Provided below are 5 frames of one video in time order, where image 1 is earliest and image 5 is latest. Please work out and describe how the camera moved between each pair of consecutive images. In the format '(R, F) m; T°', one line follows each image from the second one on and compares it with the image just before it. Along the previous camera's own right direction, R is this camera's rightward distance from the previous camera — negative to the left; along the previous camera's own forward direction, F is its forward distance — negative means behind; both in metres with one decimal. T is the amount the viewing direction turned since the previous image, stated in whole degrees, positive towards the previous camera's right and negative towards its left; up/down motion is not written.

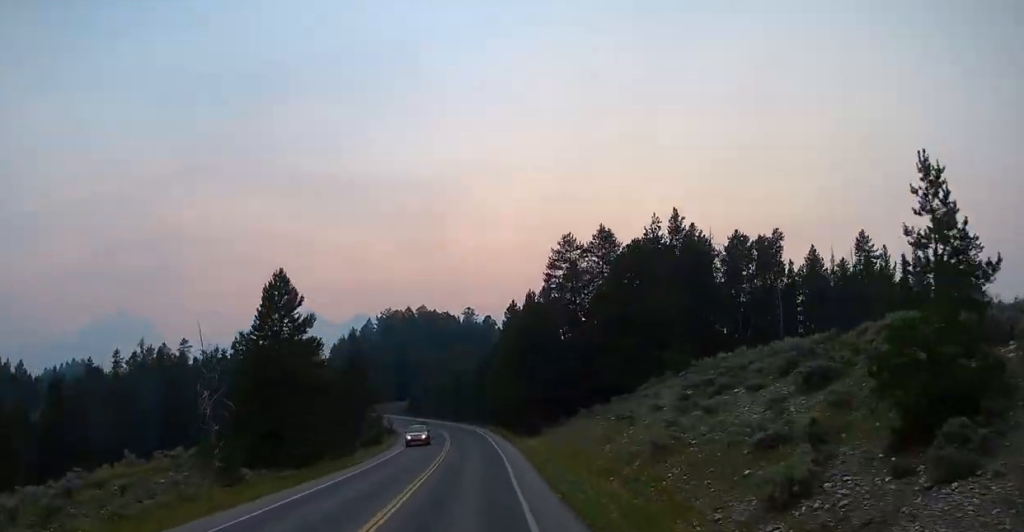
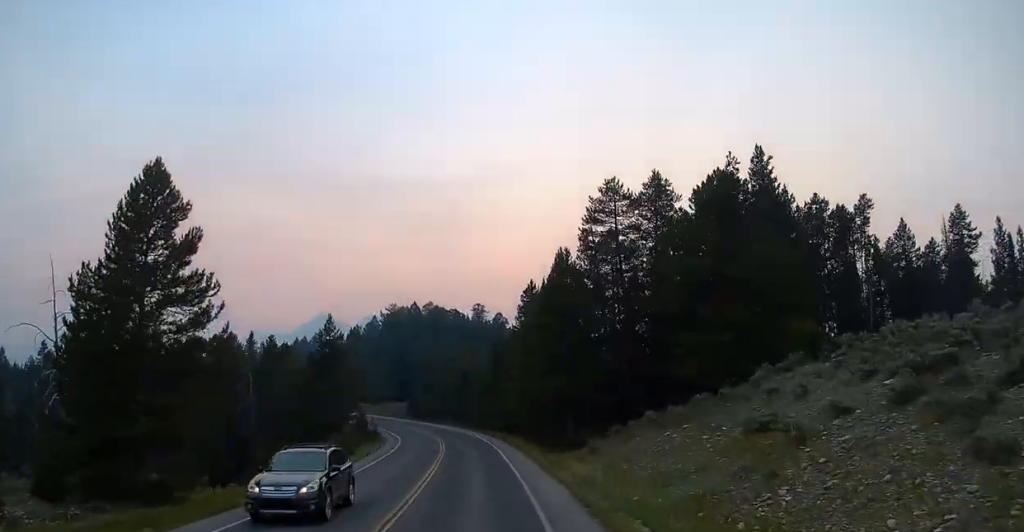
(-0.2, +17.1) m; -1°
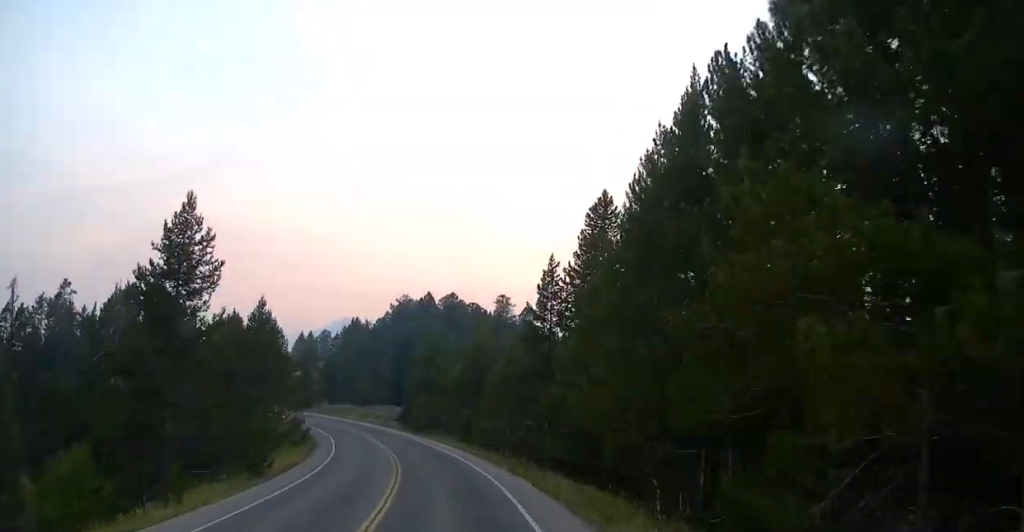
(-0.3, +35.8) m; -1°
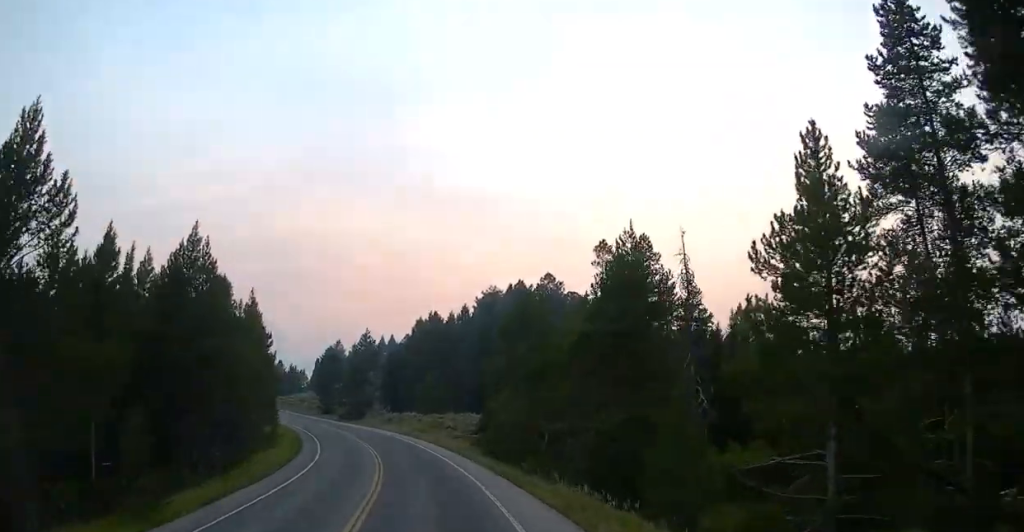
(-0.6, +35.4) m; -9°
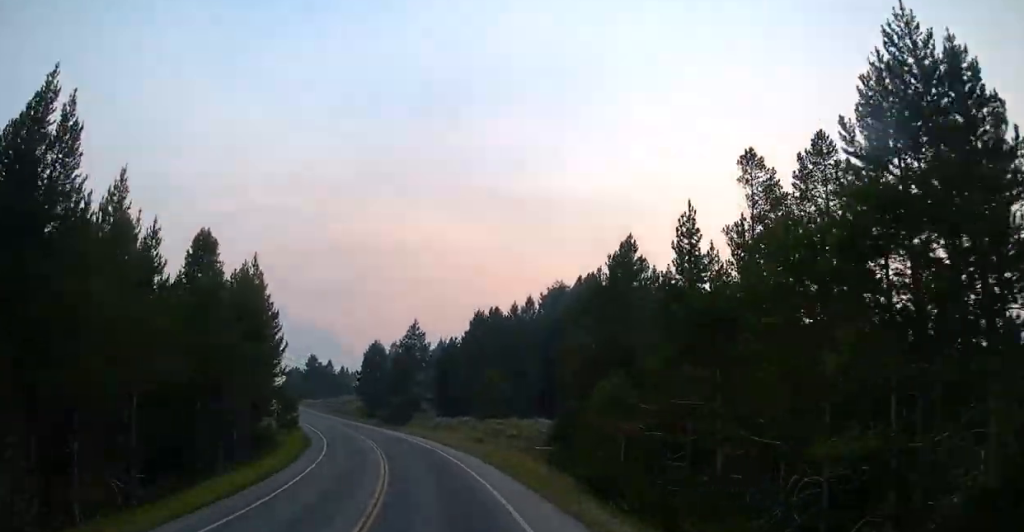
(-2.3, +16.5) m; -7°
